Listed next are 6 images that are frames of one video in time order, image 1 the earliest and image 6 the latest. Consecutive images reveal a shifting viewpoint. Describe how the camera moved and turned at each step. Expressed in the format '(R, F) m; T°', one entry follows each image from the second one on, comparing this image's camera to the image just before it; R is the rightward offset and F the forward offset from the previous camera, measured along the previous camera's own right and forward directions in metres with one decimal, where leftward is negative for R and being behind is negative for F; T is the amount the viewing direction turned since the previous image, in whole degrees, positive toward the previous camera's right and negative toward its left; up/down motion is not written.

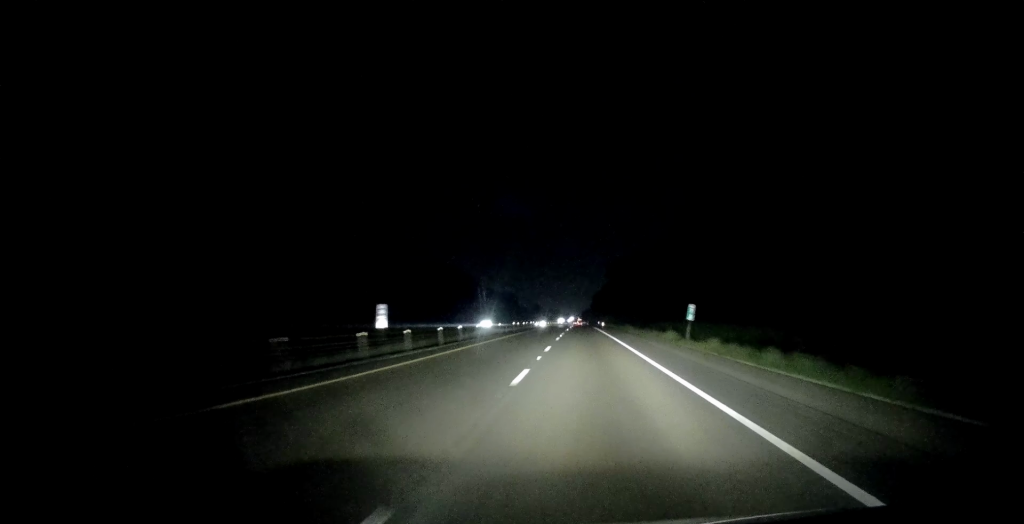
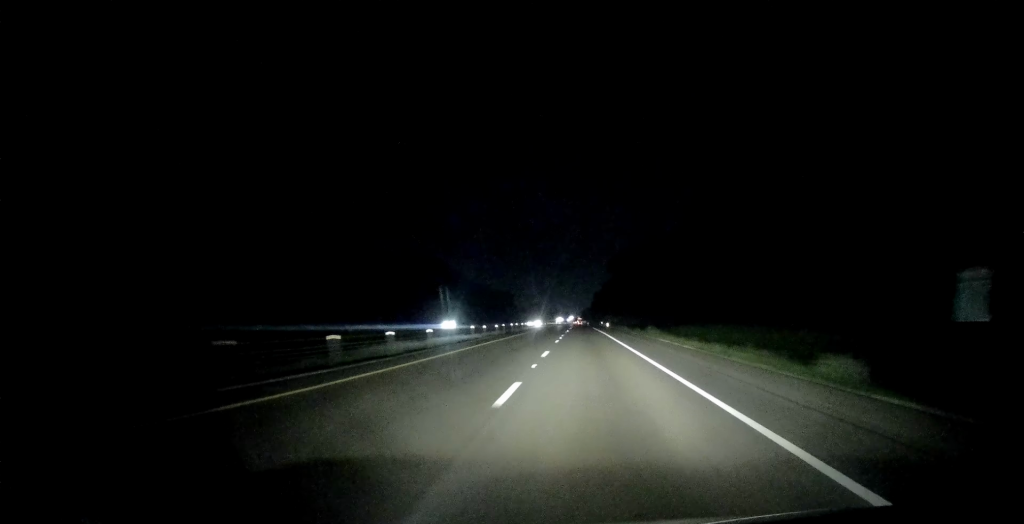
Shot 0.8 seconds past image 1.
(+0.1, +26.9) m; +1°
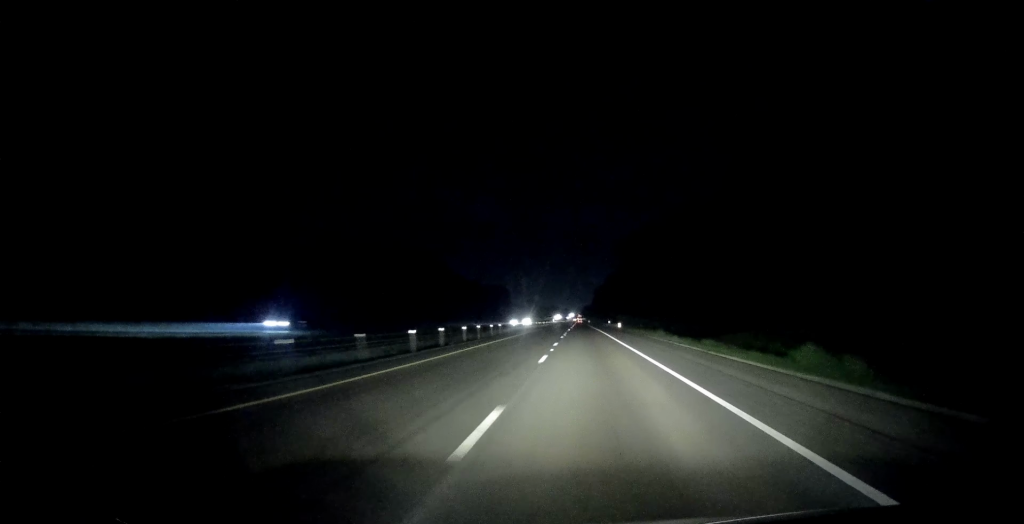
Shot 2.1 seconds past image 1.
(+0.4, +39.8) m; 0°
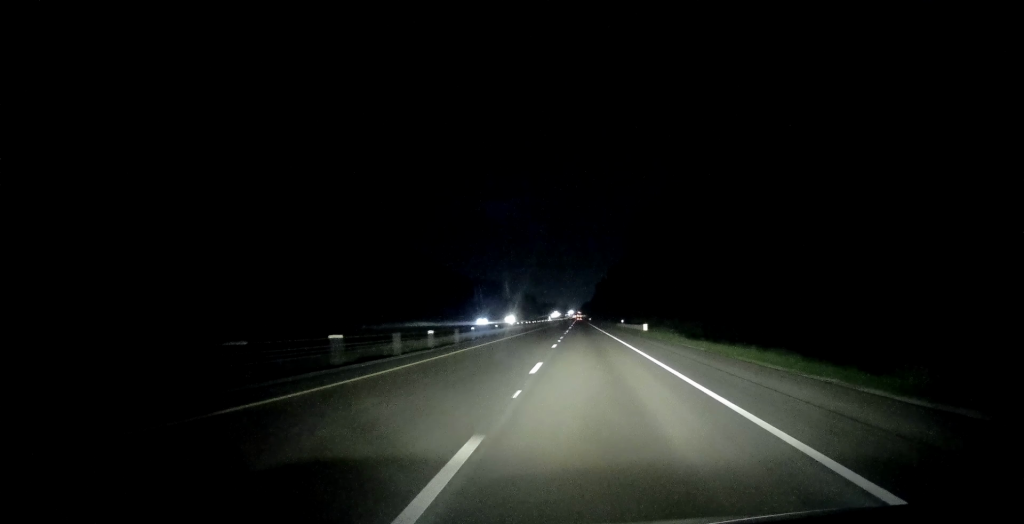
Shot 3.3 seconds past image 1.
(-0.2, +38.5) m; 0°
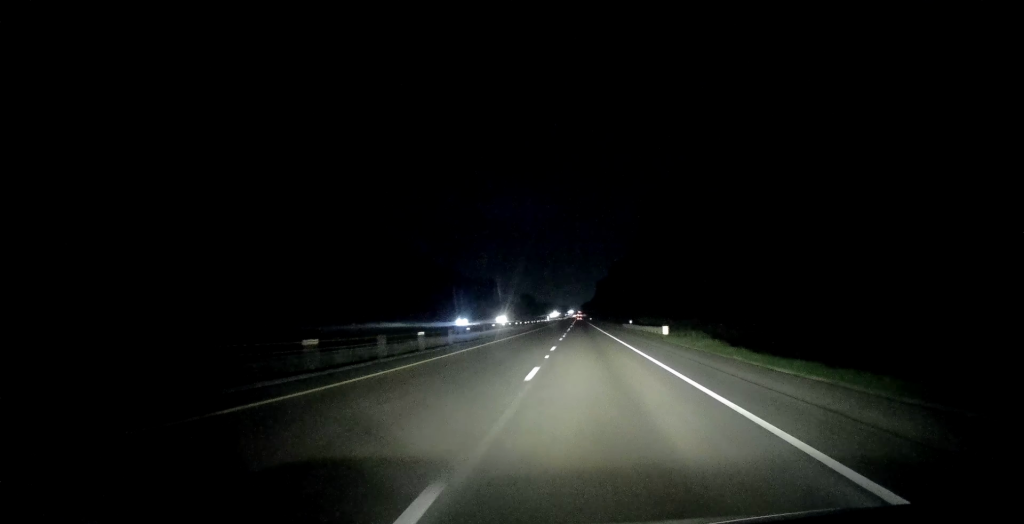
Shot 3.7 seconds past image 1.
(0.0, +13.8) m; 0°
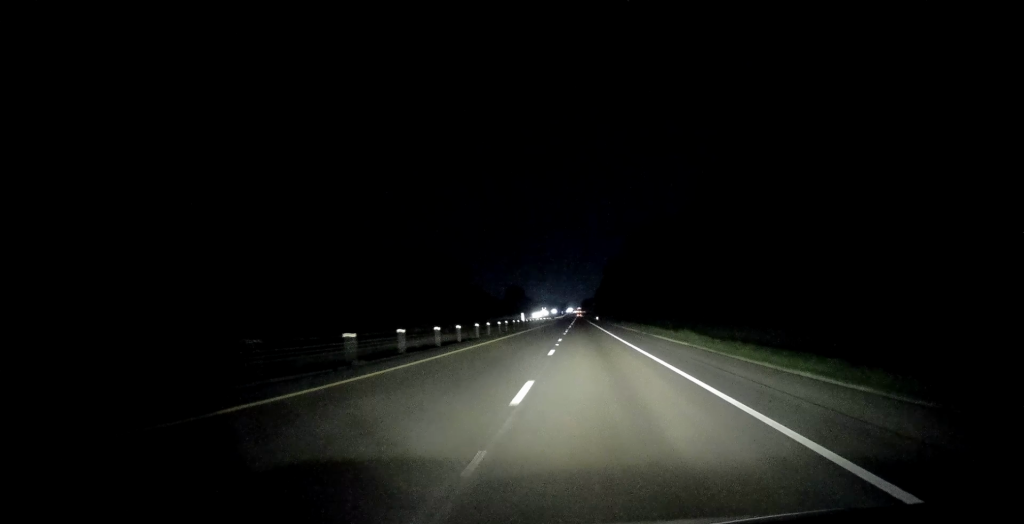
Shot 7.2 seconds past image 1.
(-0.1, +108.7) m; 0°
